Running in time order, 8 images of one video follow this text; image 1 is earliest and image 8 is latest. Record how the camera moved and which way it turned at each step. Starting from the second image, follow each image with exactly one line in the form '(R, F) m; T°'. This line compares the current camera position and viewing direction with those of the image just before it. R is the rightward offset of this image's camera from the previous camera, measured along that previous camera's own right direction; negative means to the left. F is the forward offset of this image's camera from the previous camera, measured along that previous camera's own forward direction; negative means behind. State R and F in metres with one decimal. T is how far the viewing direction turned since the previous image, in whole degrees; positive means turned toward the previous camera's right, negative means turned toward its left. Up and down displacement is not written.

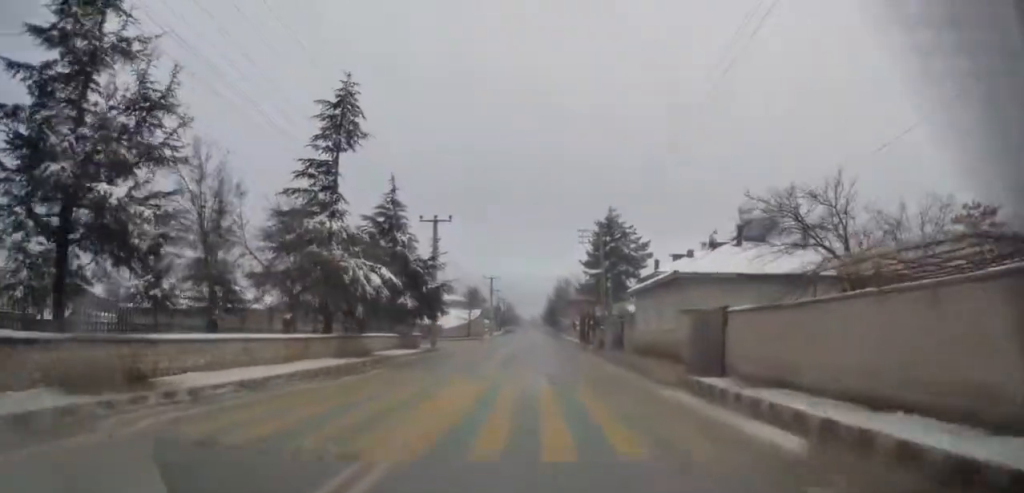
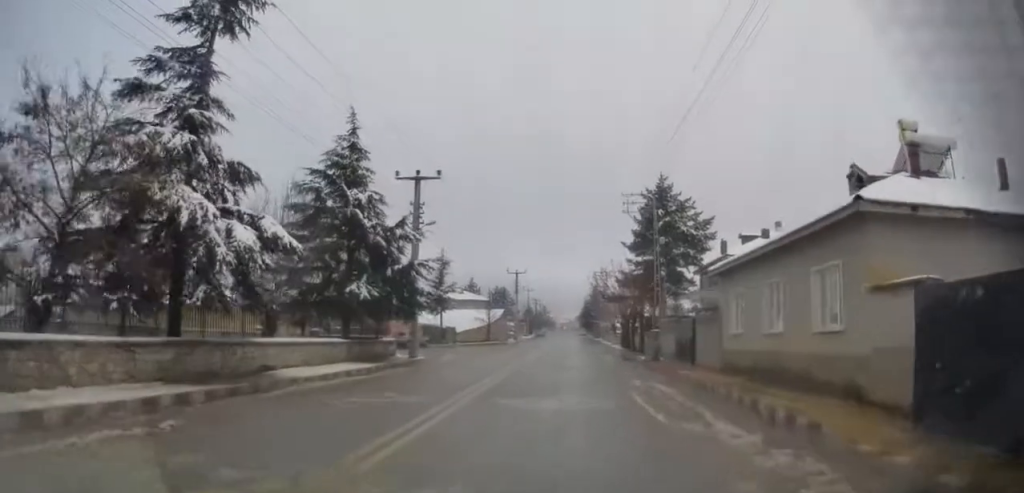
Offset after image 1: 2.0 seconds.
(-0.5, +17.6) m; -4°
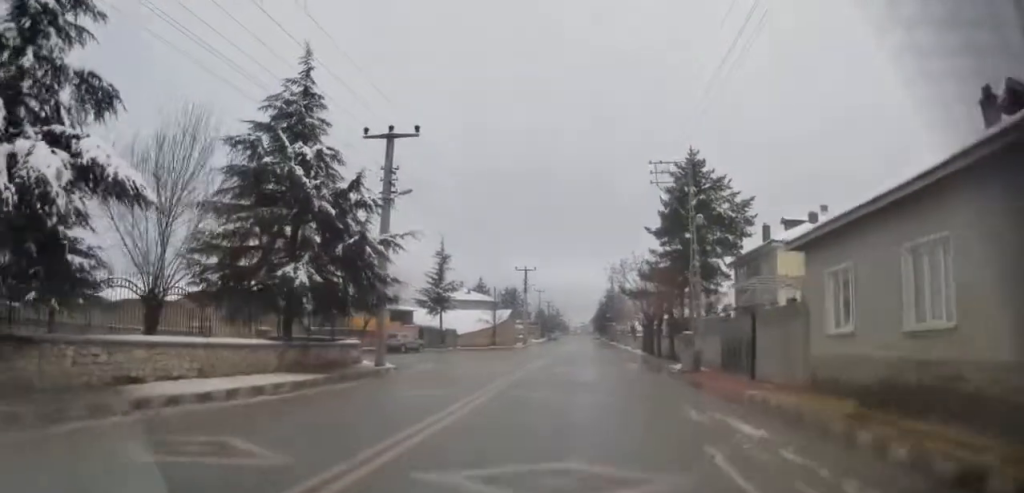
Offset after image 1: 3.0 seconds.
(0.0, +7.5) m; 0°
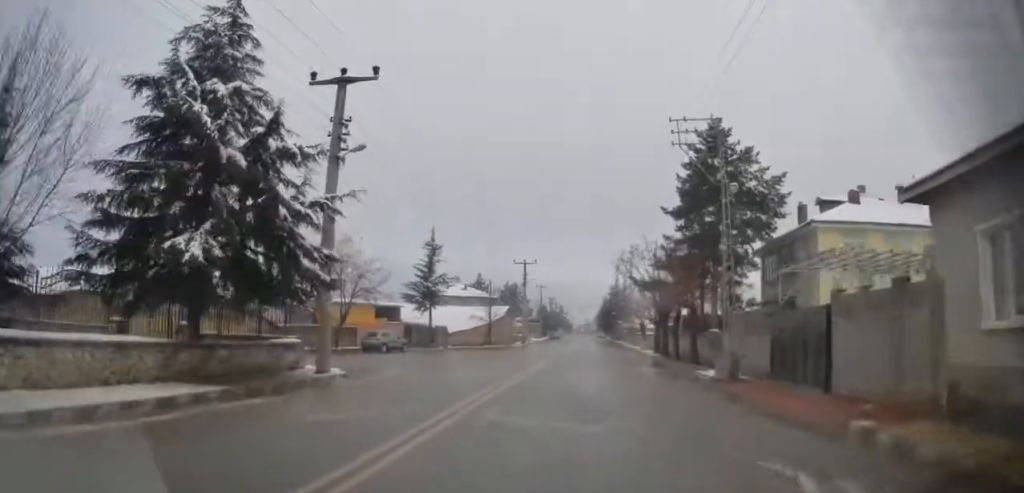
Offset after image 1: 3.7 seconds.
(0.0, +5.3) m; -1°
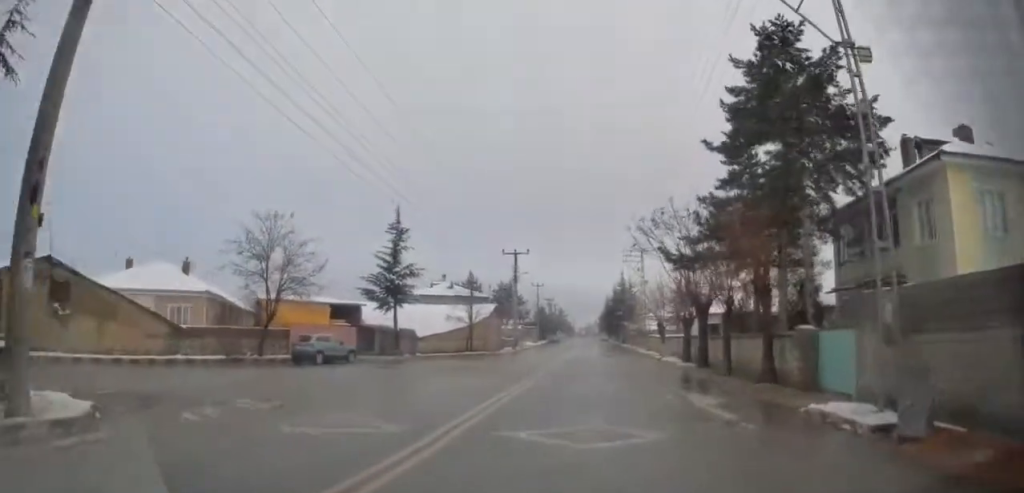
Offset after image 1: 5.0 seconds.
(-0.3, +10.6) m; -3°
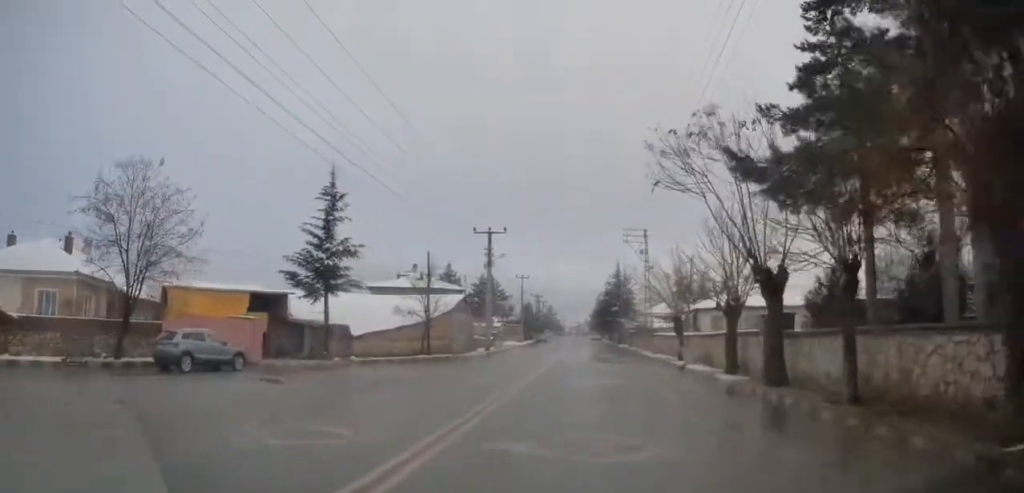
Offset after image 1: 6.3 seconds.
(0.0, +10.3) m; 0°
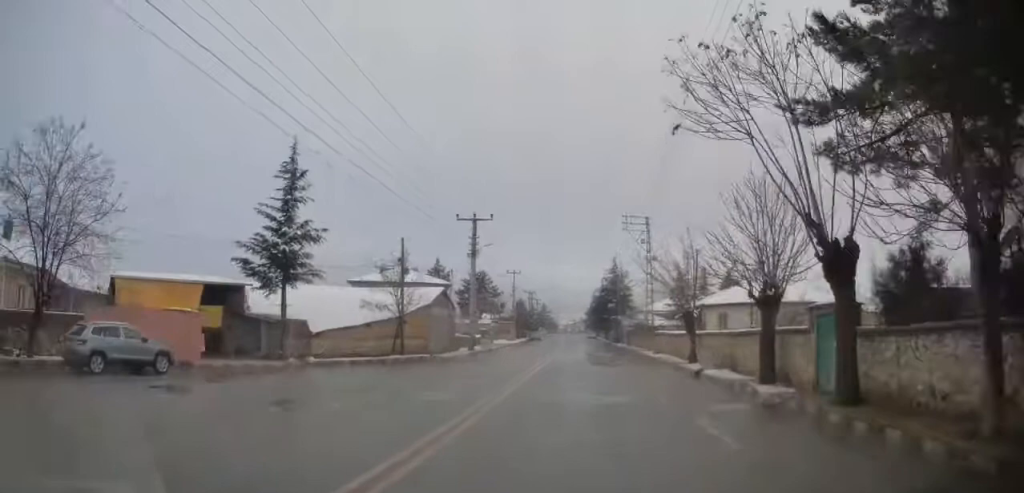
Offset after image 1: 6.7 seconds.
(0.0, +4.2) m; 0°
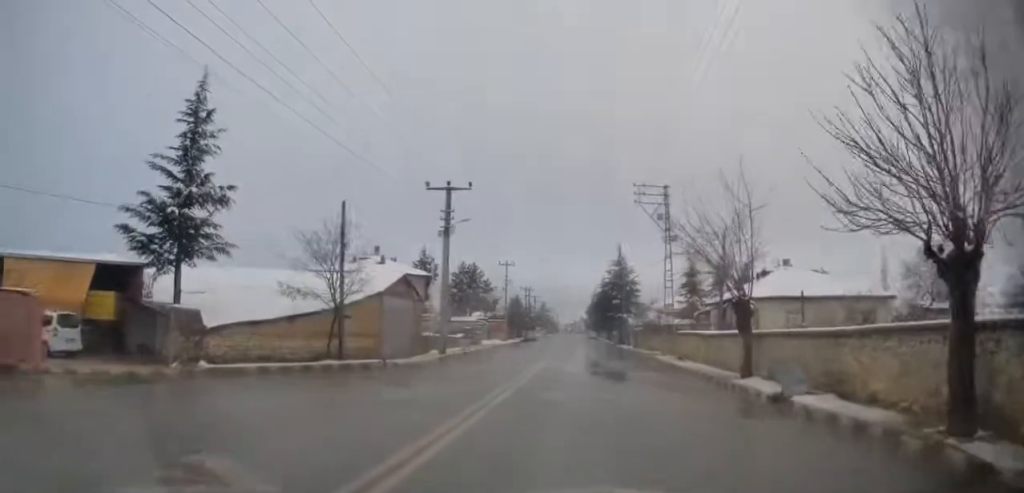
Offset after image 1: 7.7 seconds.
(-0.1, +8.6) m; +1°
